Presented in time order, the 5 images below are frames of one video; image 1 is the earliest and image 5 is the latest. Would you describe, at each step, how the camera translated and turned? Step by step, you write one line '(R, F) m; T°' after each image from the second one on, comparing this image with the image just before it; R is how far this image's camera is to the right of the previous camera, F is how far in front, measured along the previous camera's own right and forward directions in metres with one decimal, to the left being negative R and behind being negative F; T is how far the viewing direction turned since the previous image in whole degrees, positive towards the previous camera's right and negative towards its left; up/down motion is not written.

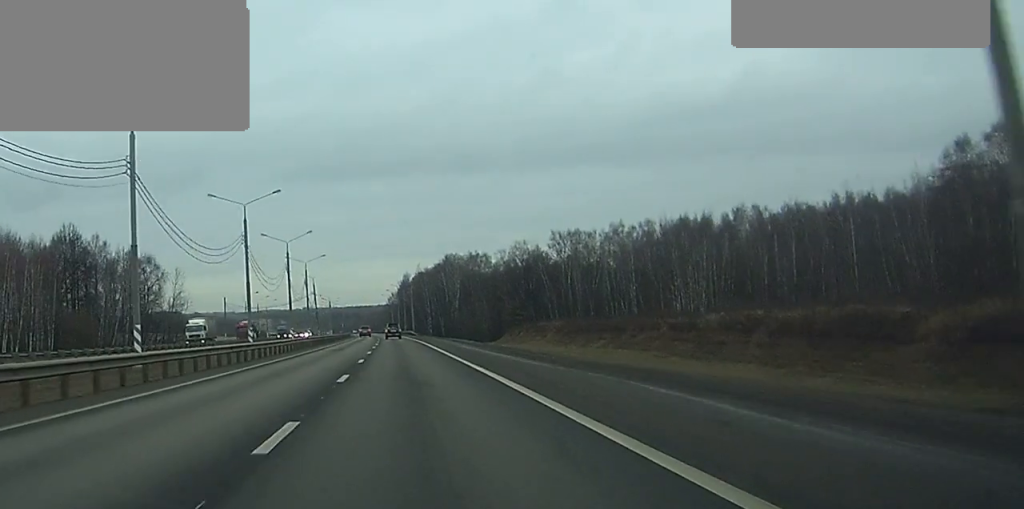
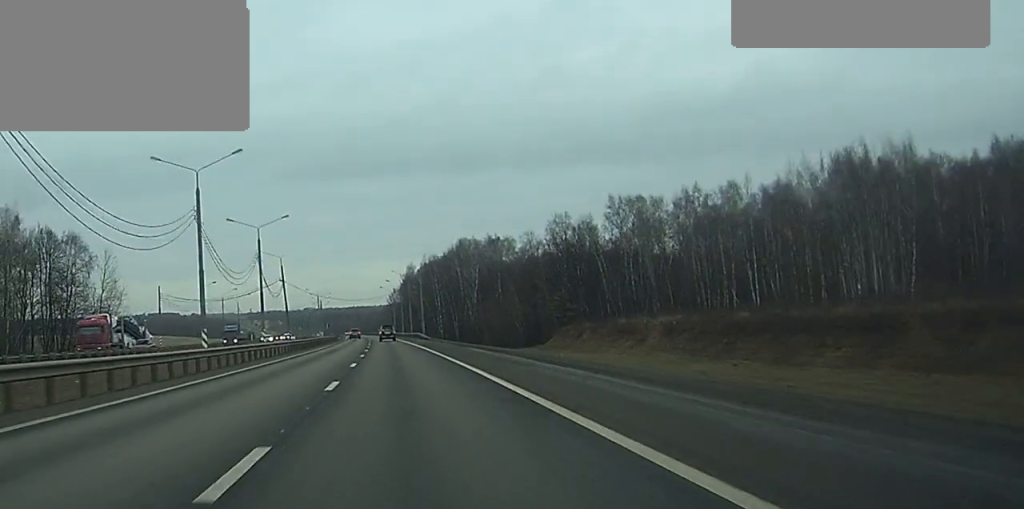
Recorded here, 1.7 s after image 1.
(-0.2, +50.7) m; 0°
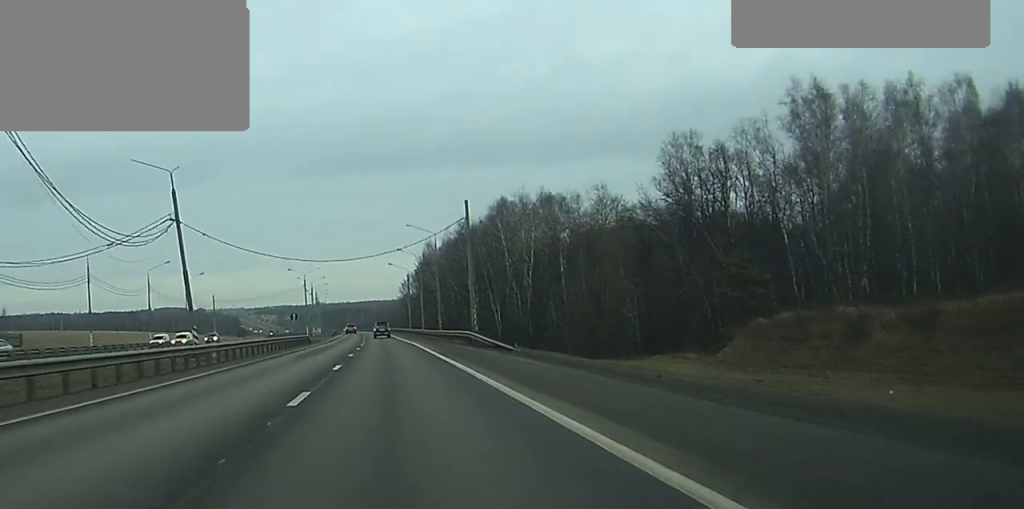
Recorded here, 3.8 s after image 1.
(-0.2, +64.4) m; -1°
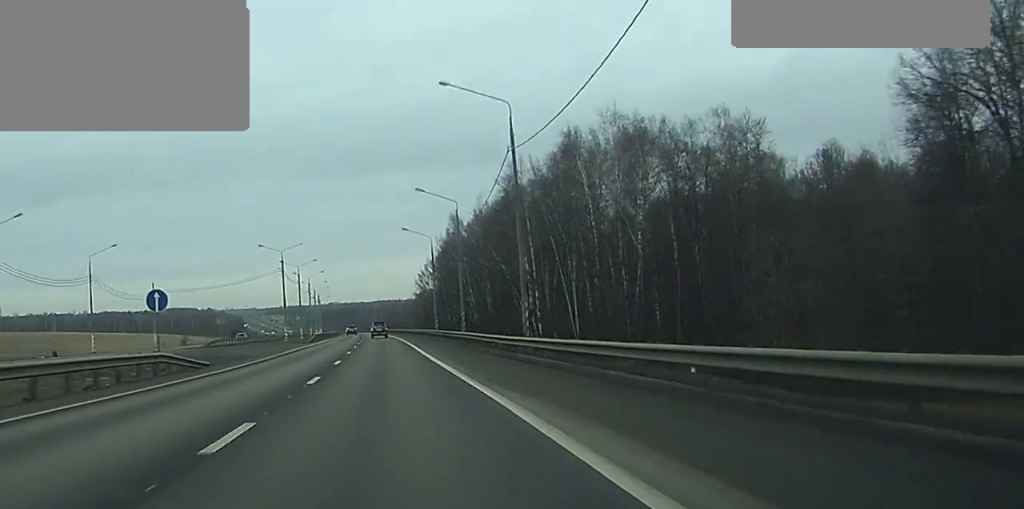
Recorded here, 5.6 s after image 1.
(-0.5, +53.8) m; -2°
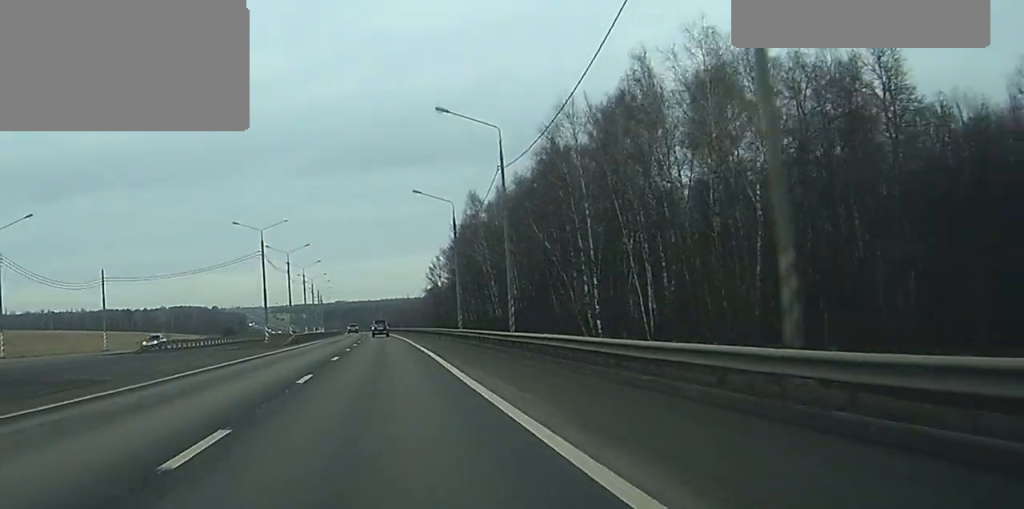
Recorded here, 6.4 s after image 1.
(-0.5, +25.0) m; -1°
